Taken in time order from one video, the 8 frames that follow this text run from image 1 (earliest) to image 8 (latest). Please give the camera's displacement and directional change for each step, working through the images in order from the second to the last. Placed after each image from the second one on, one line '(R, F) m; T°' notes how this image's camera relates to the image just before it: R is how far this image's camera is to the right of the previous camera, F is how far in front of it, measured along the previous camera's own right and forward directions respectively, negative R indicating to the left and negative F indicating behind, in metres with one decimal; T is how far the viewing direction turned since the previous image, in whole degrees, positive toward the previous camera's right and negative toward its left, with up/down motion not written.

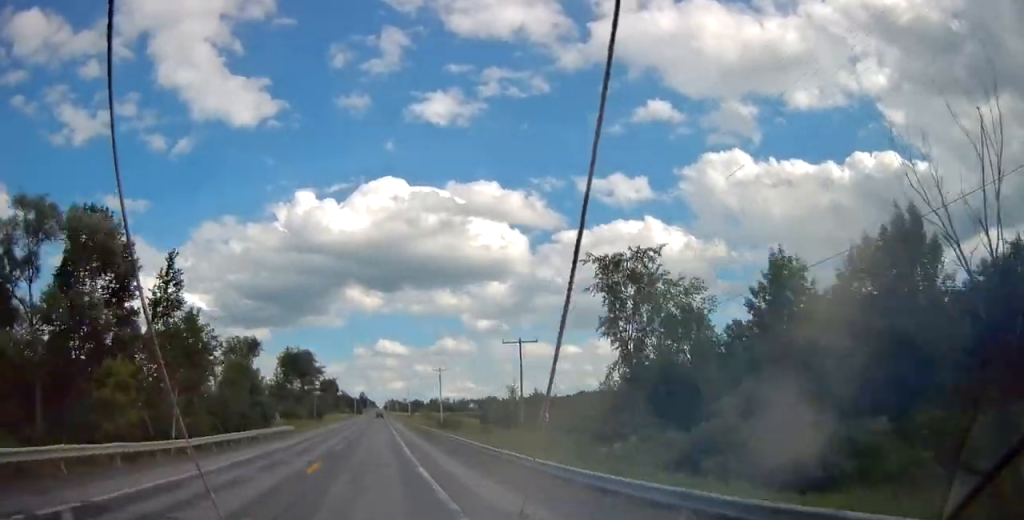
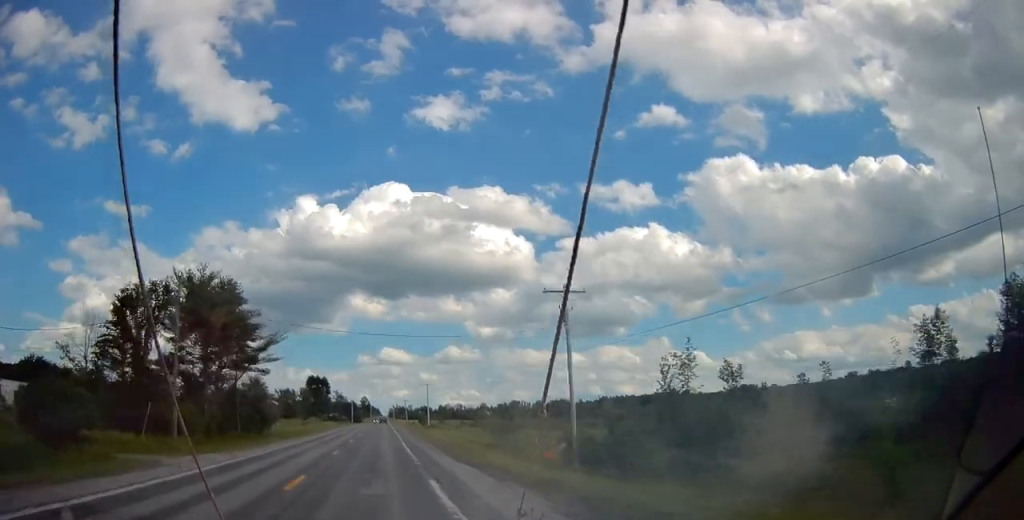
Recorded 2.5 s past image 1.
(0.0, +63.8) m; 0°
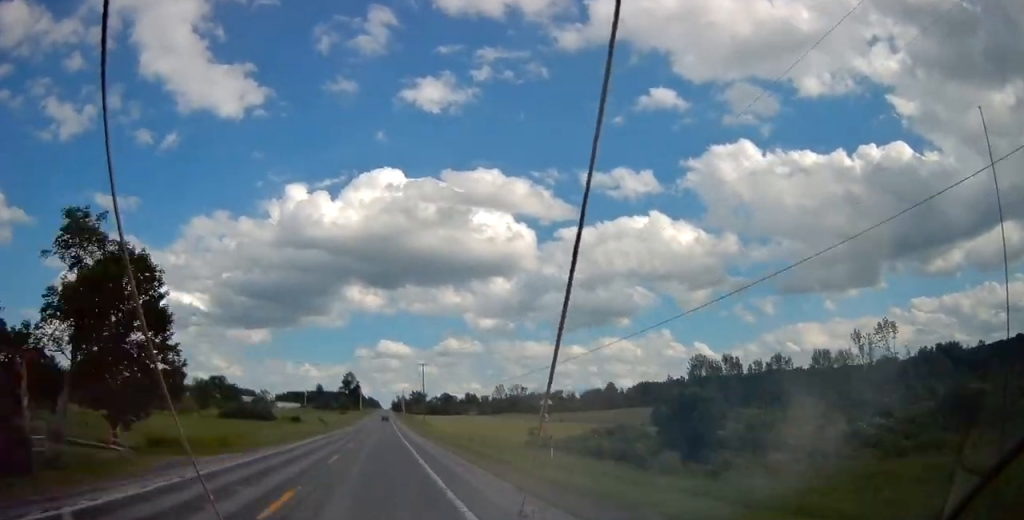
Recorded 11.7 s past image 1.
(0.0, +231.8) m; 0°
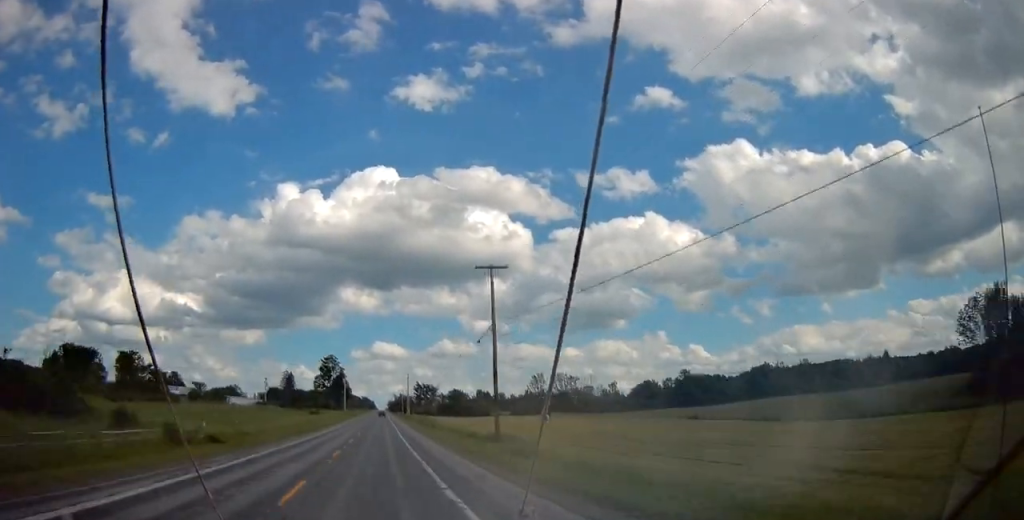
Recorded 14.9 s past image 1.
(0.0, +80.7) m; 0°
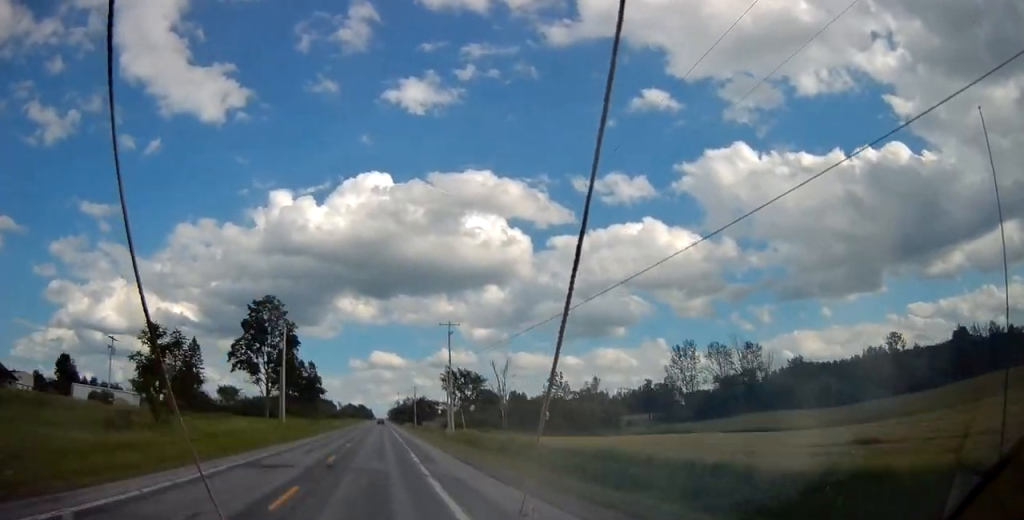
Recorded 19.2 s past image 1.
(+0.2, +107.1) m; 0°
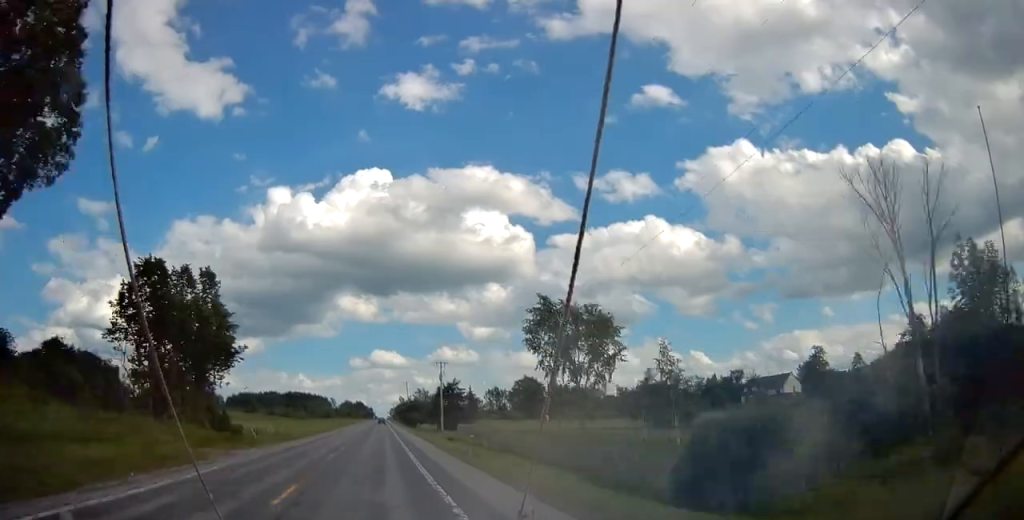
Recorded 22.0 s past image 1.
(+0.1, +69.8) m; 0°
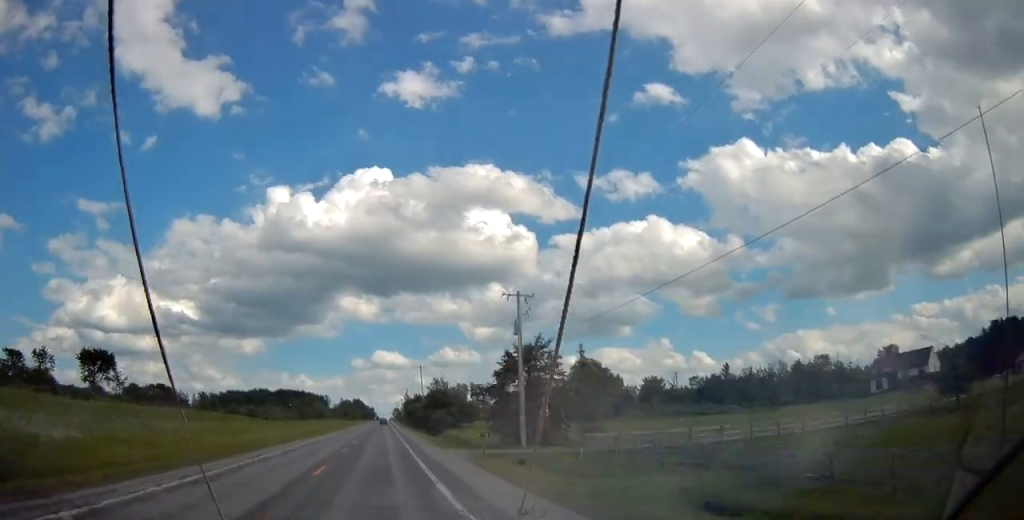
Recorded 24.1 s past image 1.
(0.0, +52.9) m; 0°
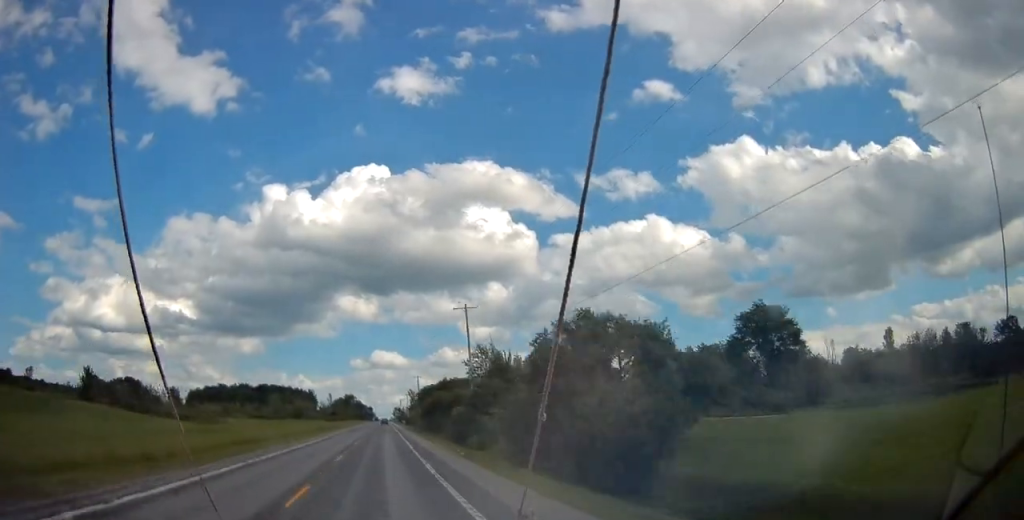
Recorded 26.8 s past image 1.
(+0.1, +65.9) m; 0°
